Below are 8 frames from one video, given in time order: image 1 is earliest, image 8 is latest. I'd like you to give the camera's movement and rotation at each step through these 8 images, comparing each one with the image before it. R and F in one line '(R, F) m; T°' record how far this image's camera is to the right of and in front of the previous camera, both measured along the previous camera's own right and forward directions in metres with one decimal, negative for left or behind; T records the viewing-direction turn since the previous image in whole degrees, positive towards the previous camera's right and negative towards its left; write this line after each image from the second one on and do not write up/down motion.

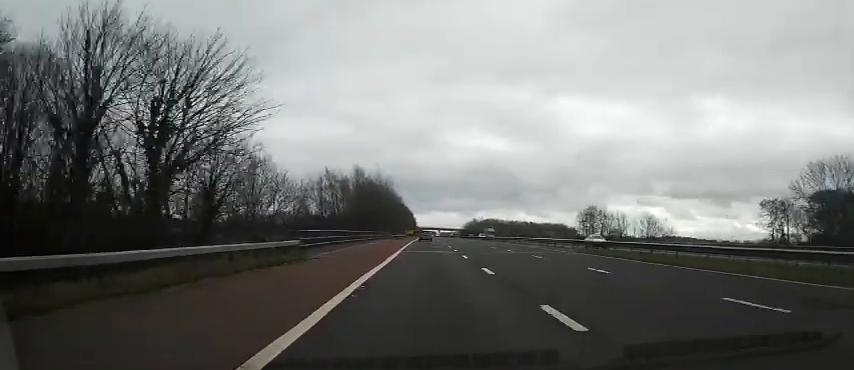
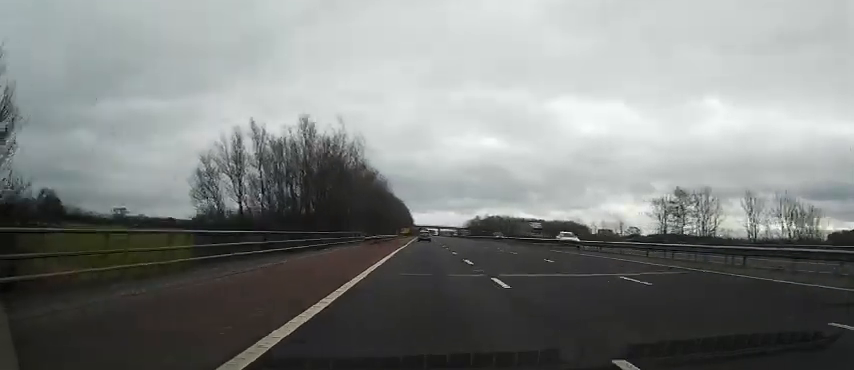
(0.0, +39.1) m; 0°
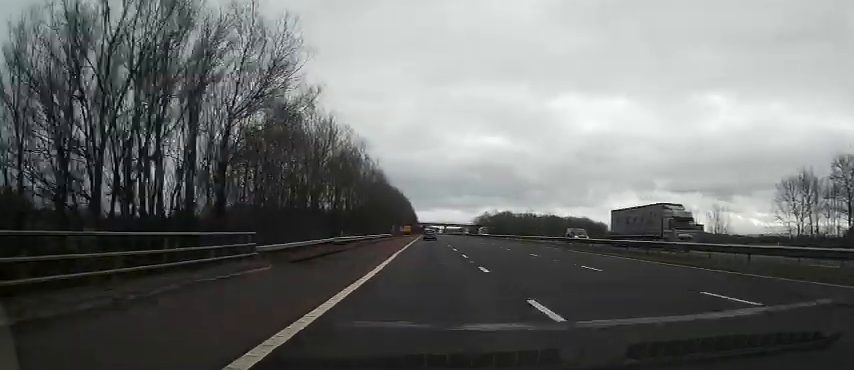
(-0.3, +30.2) m; -1°
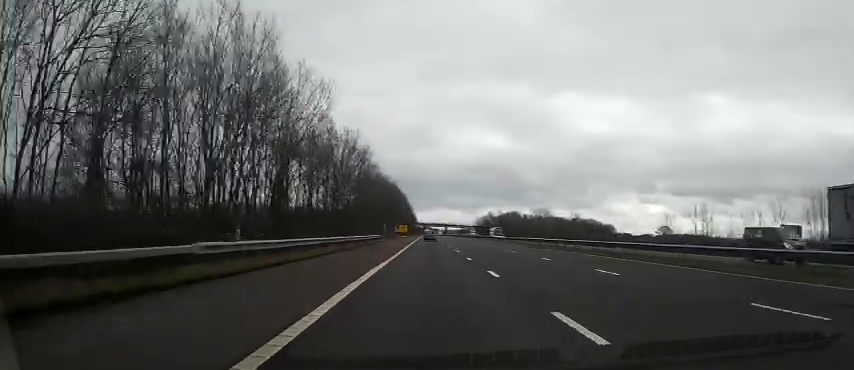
(0.0, +19.4) m; 0°
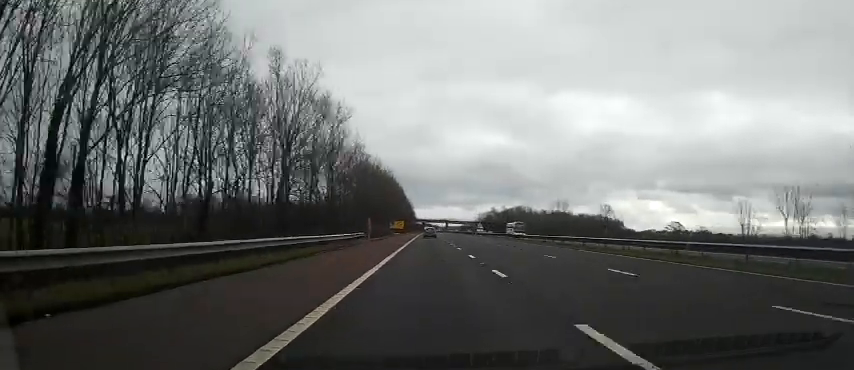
(0.0, +18.5) m; 0°
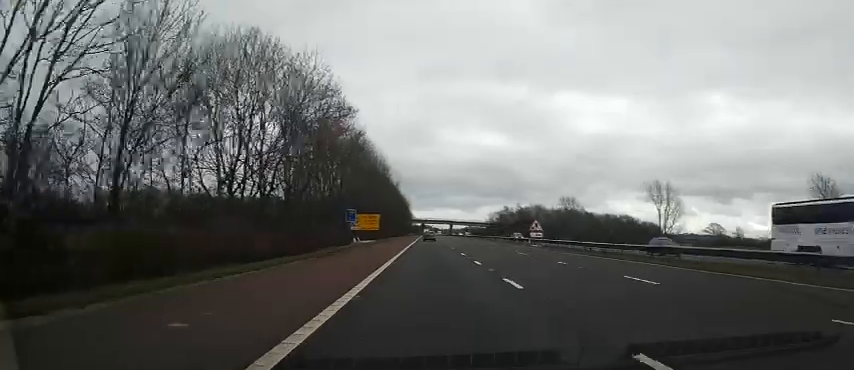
(+0.3, +56.0) m; +1°
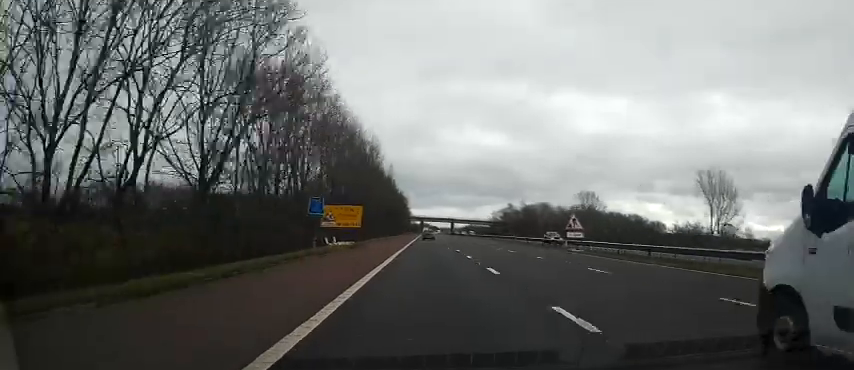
(+0.2, +14.1) m; 0°
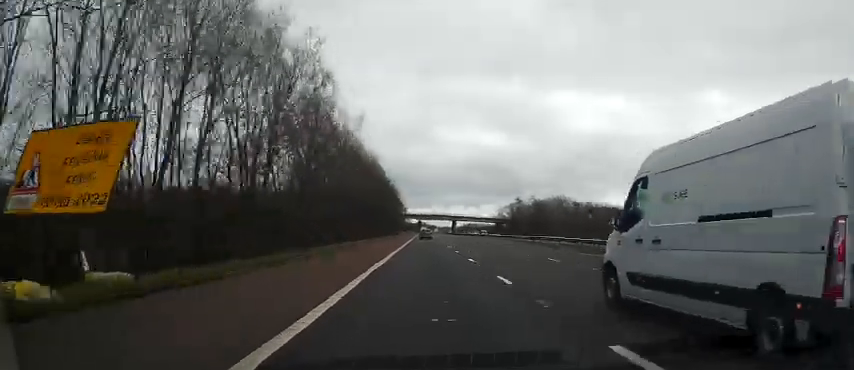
(-0.3, +29.7) m; -1°
